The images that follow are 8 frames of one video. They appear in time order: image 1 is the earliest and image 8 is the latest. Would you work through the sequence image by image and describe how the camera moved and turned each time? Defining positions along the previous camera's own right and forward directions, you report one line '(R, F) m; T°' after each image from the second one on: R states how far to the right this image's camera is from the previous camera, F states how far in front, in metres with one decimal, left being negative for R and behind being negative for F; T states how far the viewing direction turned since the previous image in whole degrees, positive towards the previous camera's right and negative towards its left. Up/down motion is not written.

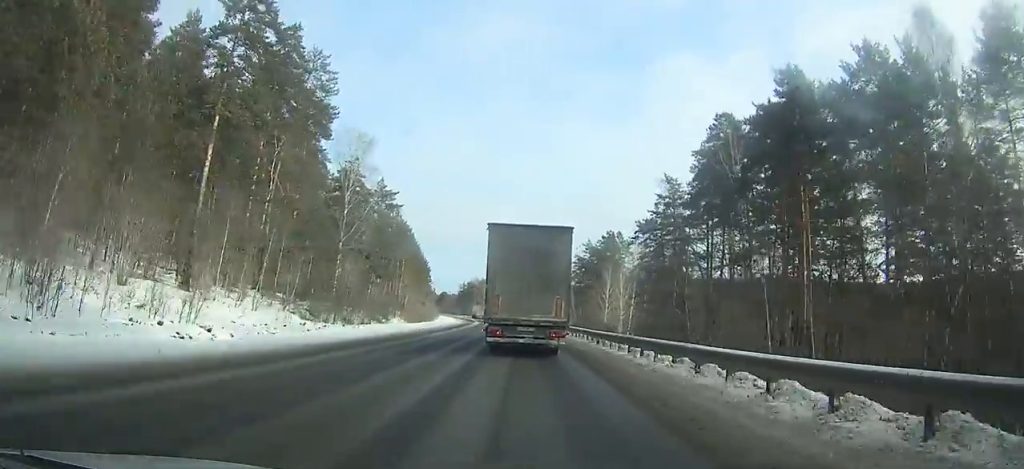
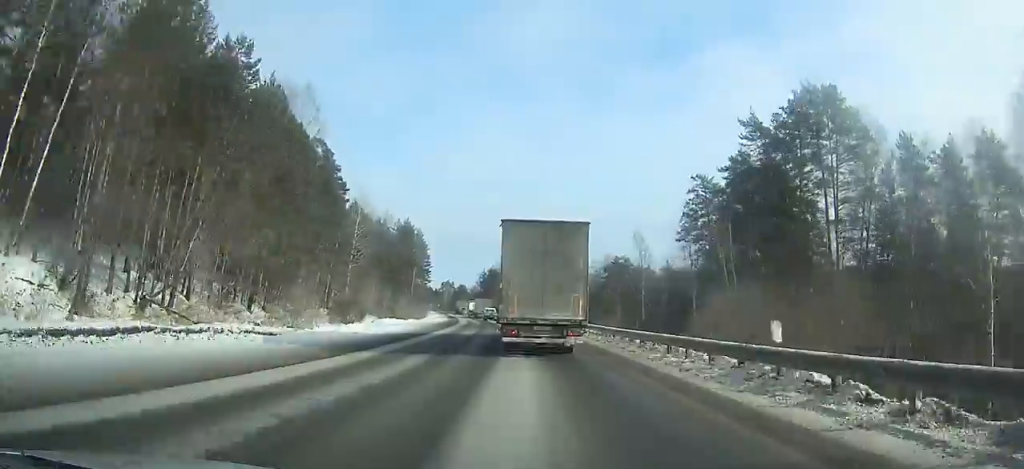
(-2.3, +87.3) m; -3°
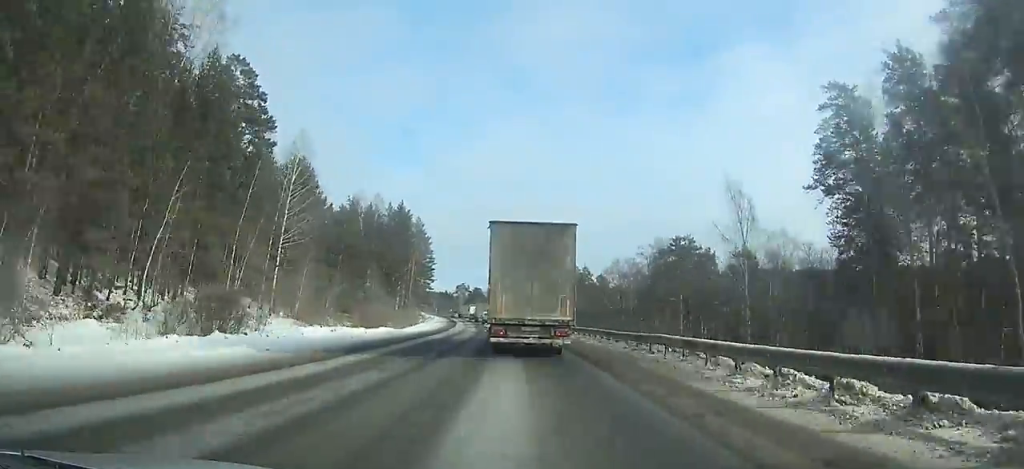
(-0.4, +29.8) m; -2°
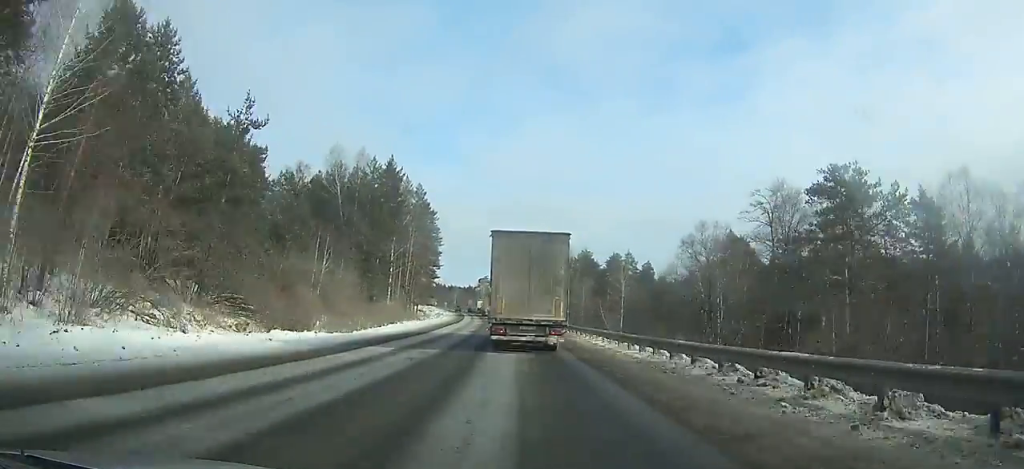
(-0.7, +33.7) m; -2°
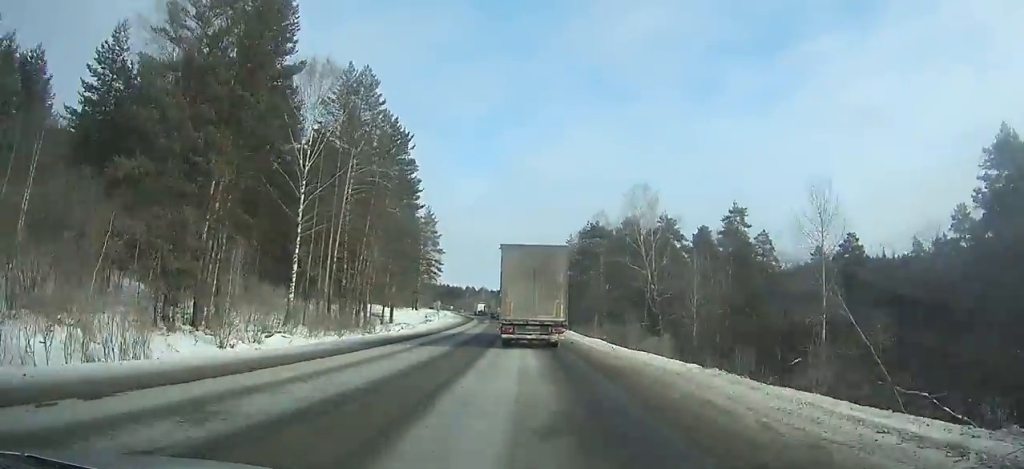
(-2.0, +57.9) m; -4°
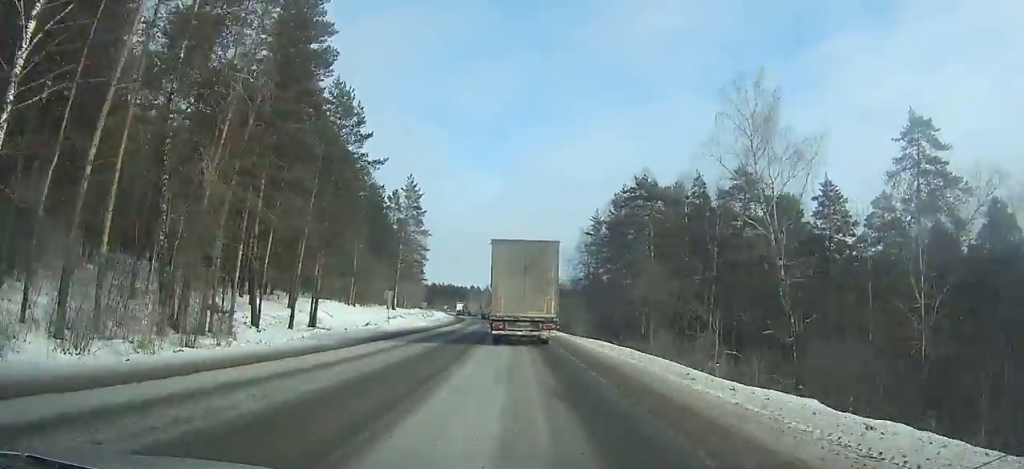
(-0.4, +32.4) m; -2°
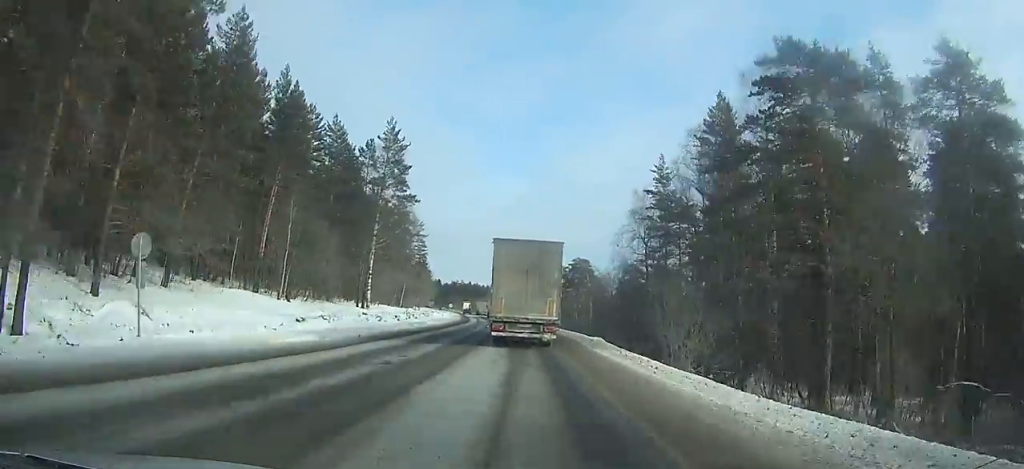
(-0.8, +33.0) m; -2°
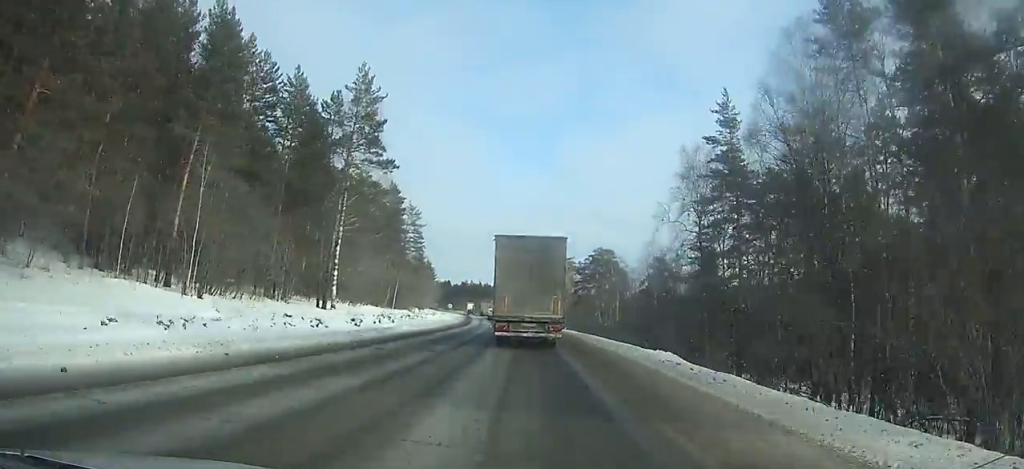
(-0.1, +18.1) m; -1°
